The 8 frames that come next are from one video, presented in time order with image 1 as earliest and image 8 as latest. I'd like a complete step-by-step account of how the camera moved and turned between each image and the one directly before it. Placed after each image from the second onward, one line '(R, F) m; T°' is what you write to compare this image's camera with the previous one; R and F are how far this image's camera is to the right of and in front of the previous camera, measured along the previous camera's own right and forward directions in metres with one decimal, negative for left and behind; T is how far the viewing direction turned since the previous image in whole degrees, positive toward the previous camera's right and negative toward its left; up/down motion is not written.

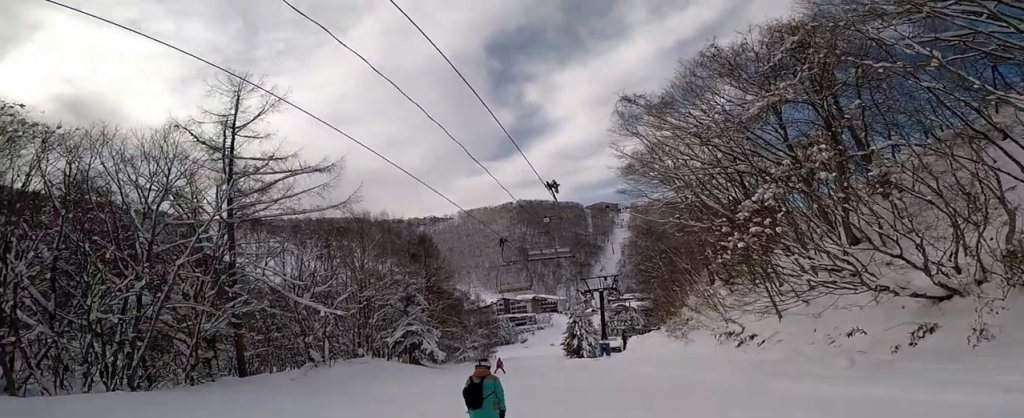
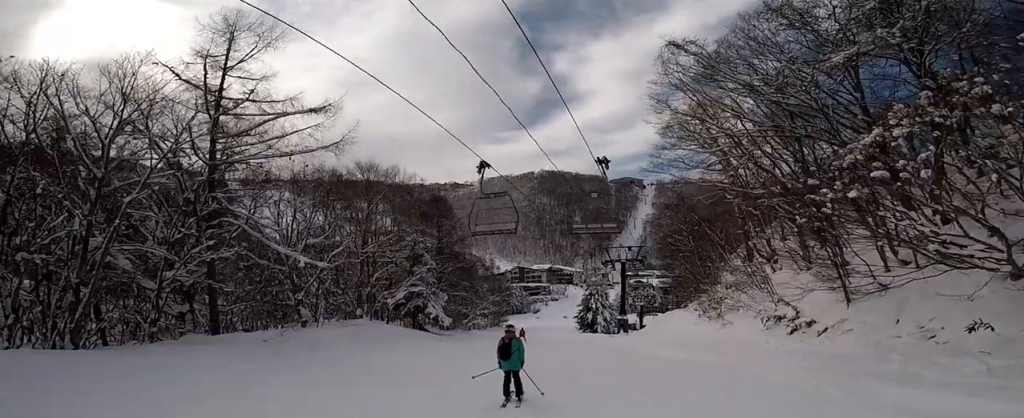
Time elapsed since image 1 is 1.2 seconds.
(-1.0, +4.6) m; -6°
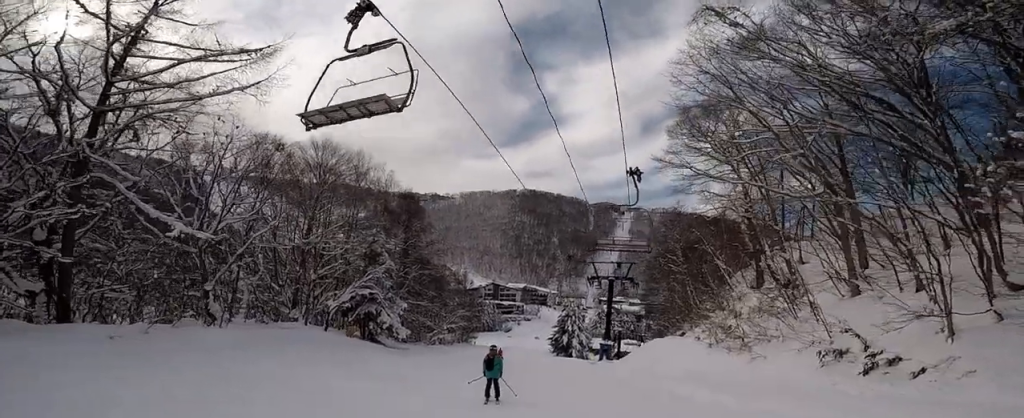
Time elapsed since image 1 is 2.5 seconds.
(+0.8, +7.2) m; +1°
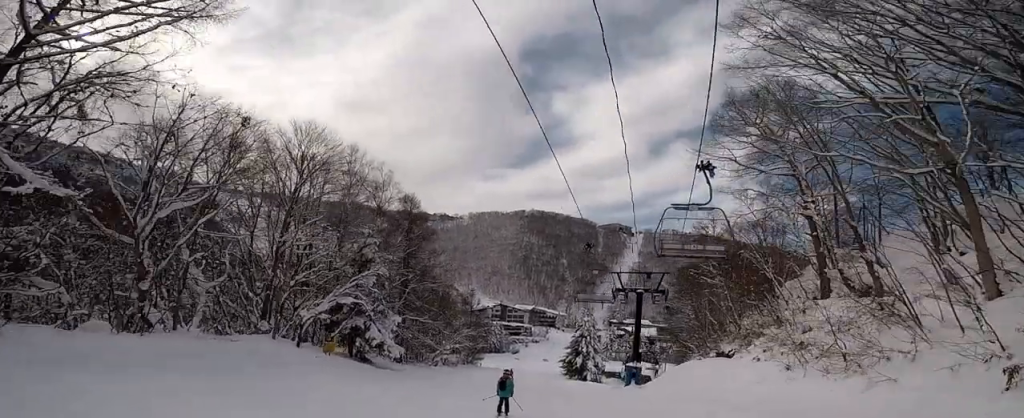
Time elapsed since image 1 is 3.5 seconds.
(-0.5, +6.1) m; -6°
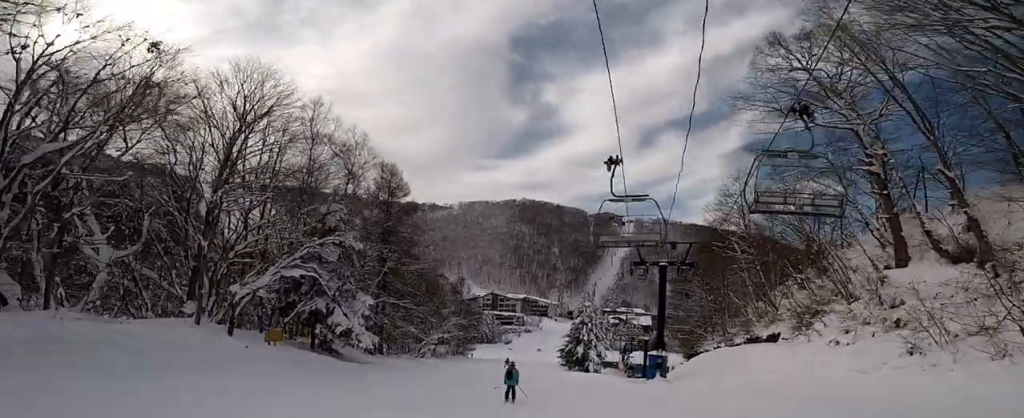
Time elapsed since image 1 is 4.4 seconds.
(-0.3, +6.3) m; +2°
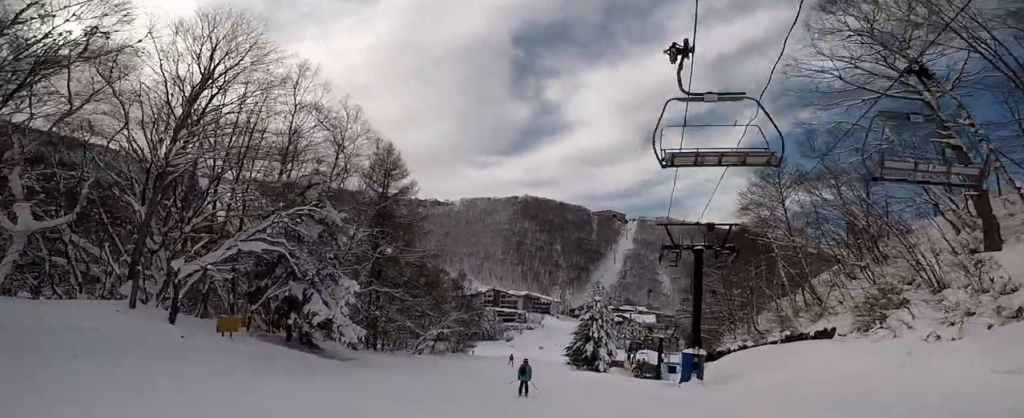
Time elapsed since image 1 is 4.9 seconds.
(+0.4, +4.1) m; +3°
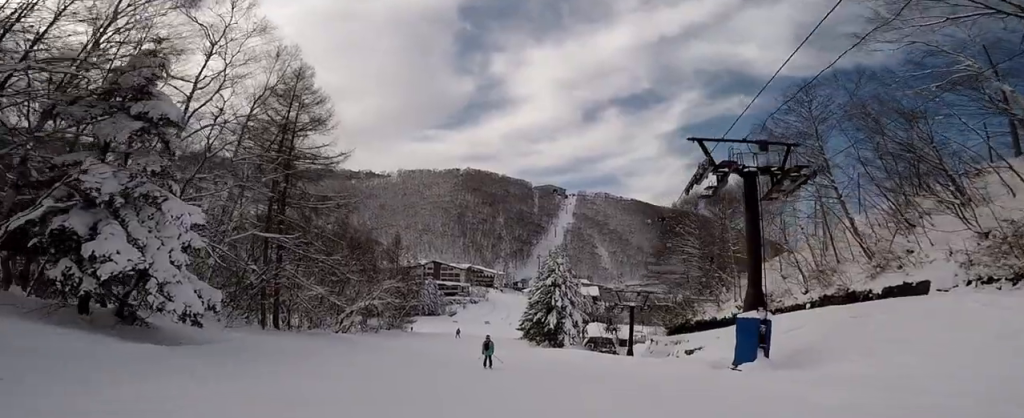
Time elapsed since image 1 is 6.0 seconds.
(0.0, +9.5) m; +10°
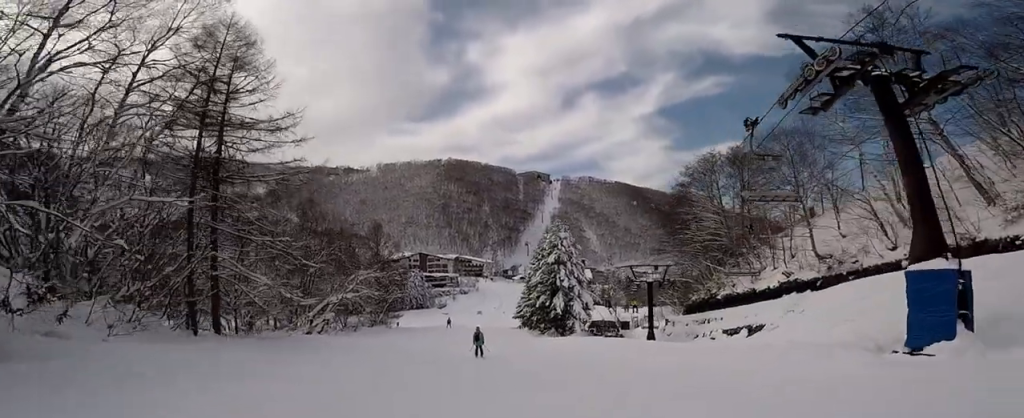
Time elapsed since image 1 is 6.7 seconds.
(+1.1, +6.9) m; 0°
